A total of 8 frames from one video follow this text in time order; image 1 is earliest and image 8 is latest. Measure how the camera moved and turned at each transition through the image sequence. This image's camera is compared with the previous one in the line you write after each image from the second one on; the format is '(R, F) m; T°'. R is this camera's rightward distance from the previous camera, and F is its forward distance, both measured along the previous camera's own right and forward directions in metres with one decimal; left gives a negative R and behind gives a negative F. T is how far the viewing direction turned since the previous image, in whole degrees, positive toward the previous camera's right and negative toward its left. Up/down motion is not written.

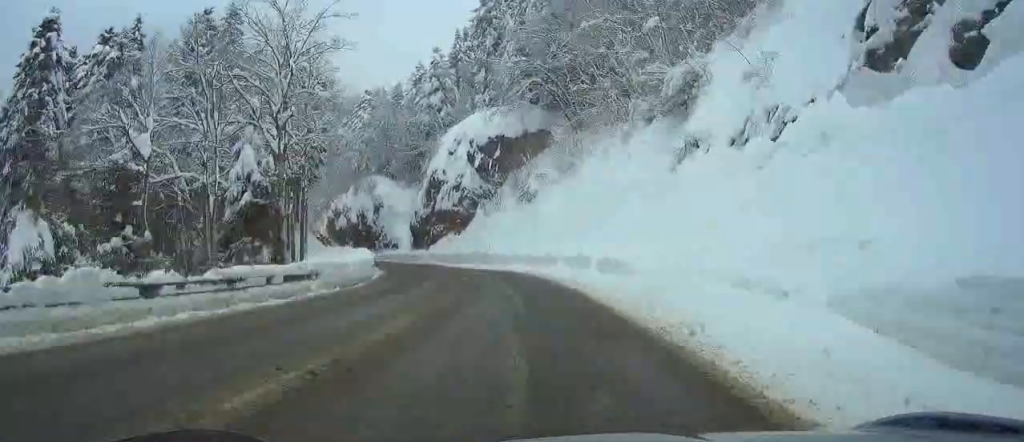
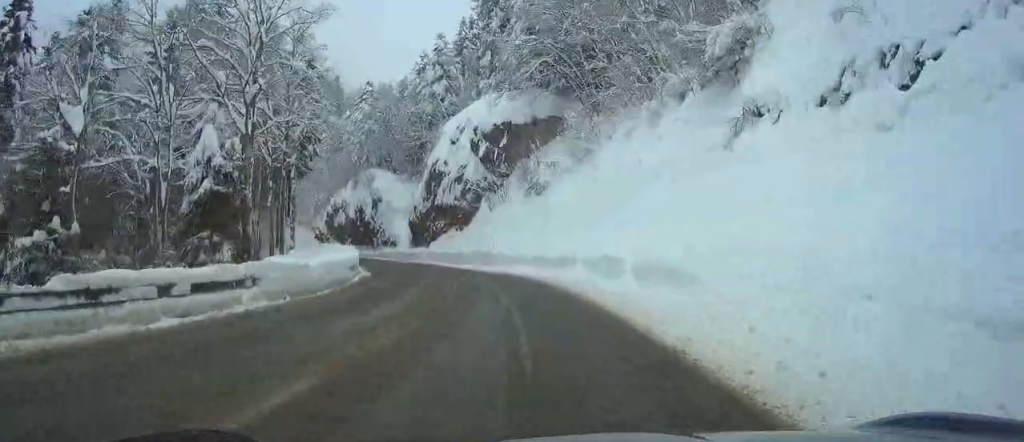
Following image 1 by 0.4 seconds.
(0.0, +6.1) m; -1°
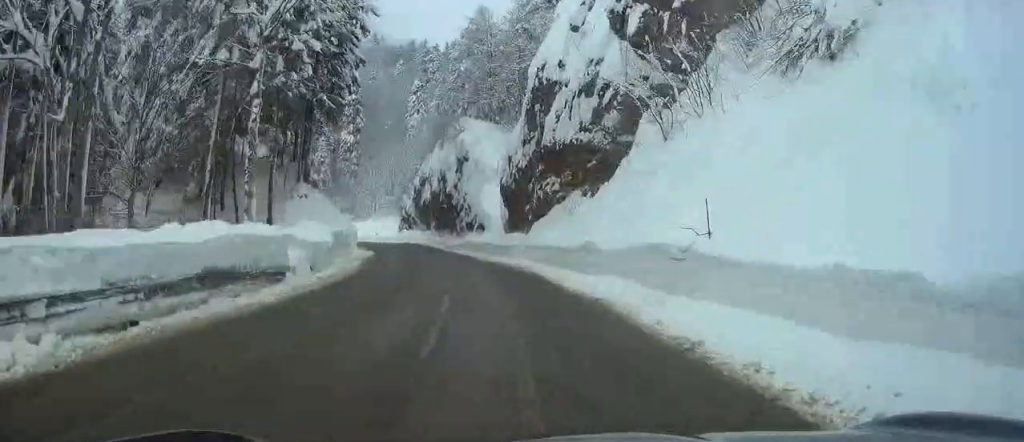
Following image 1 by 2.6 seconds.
(-2.2, +30.2) m; -13°
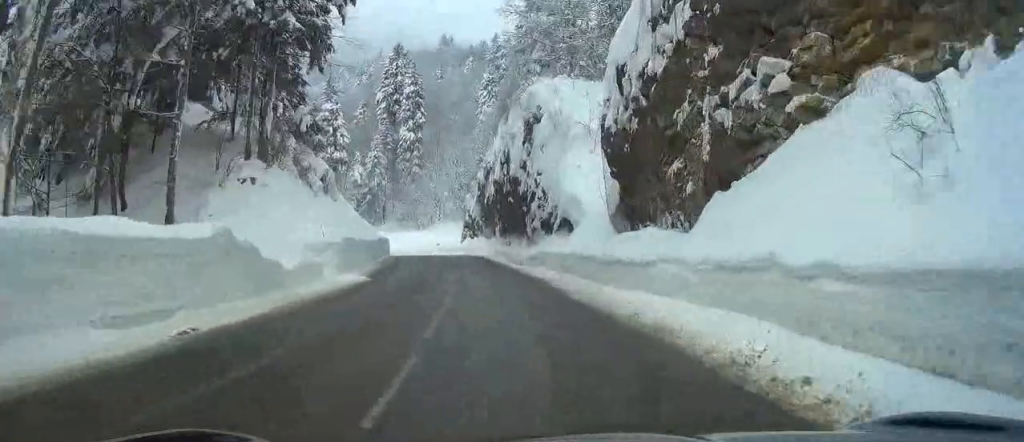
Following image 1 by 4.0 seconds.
(-2.3, +20.2) m; -9°
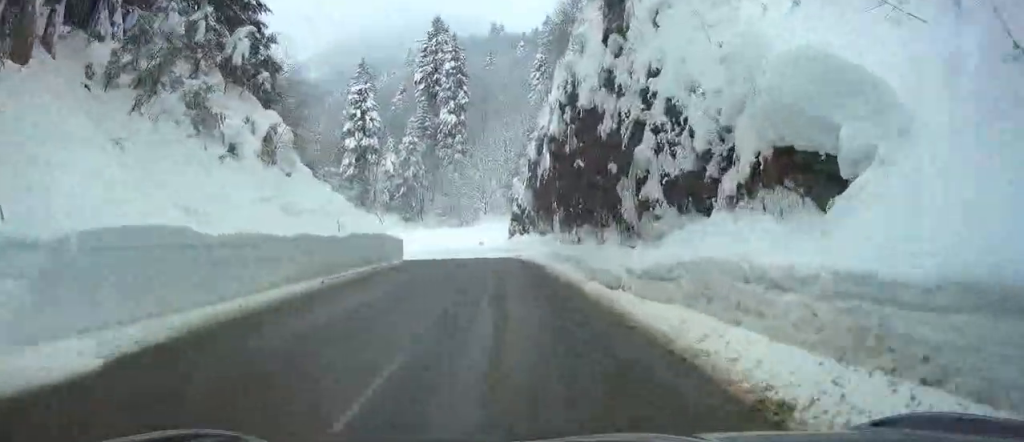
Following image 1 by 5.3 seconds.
(0.0, +18.7) m; -1°
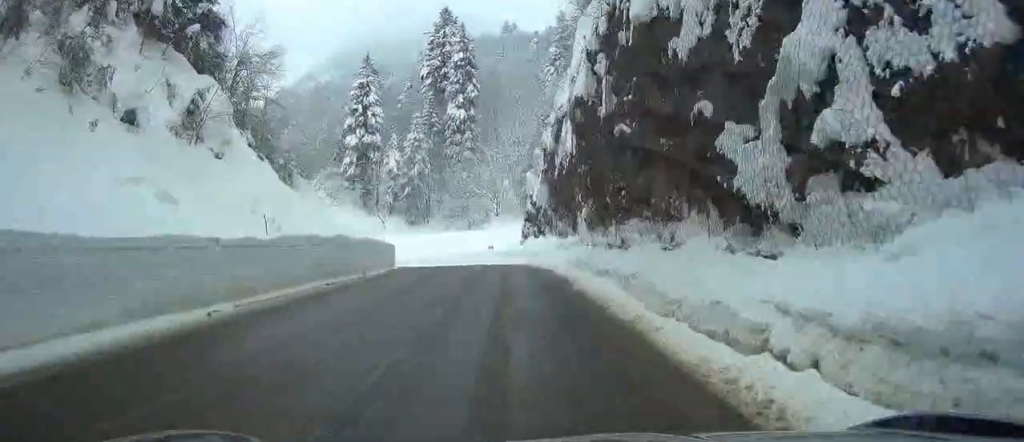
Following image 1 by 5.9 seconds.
(+0.2, +7.8) m; -2°
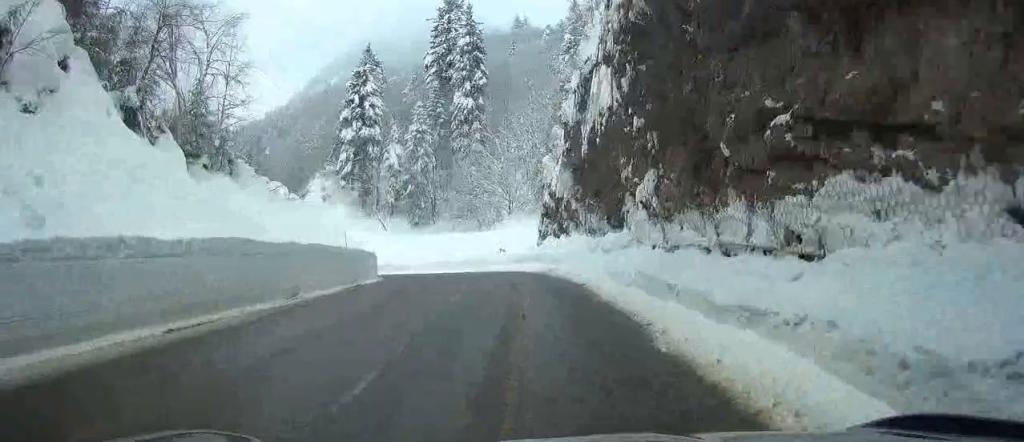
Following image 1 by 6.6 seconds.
(-0.5, +9.1) m; -3°
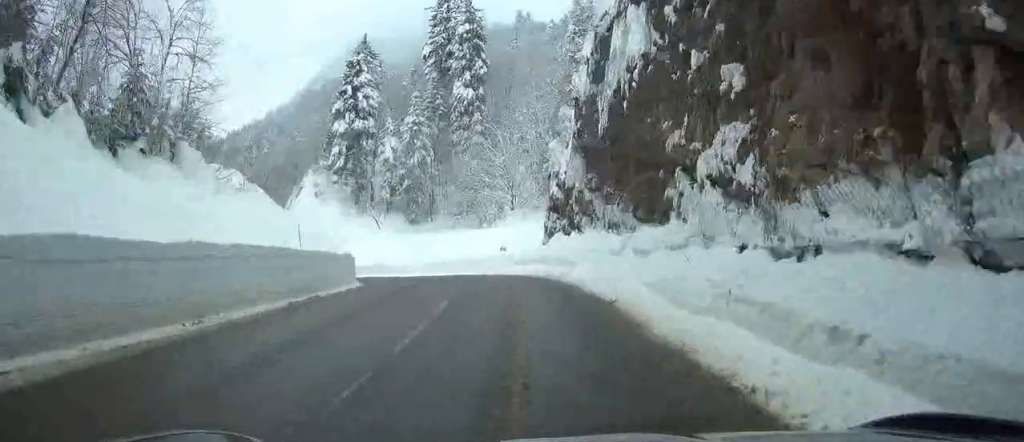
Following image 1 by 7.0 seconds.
(-0.1, +5.8) m; -2°
